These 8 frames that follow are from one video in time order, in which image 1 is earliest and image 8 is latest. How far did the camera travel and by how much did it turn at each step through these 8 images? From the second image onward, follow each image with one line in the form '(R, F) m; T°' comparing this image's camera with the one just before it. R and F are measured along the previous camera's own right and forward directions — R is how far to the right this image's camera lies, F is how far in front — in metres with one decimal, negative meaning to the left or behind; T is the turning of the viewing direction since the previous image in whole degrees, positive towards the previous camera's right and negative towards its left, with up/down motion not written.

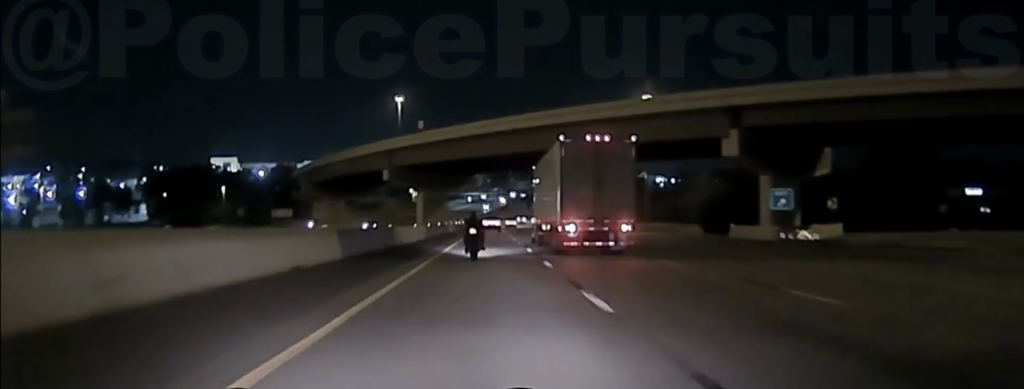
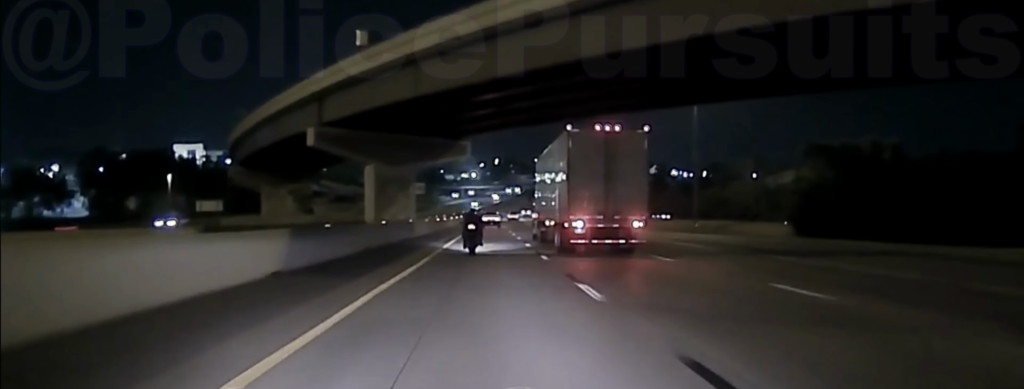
(-0.1, +47.4) m; 0°
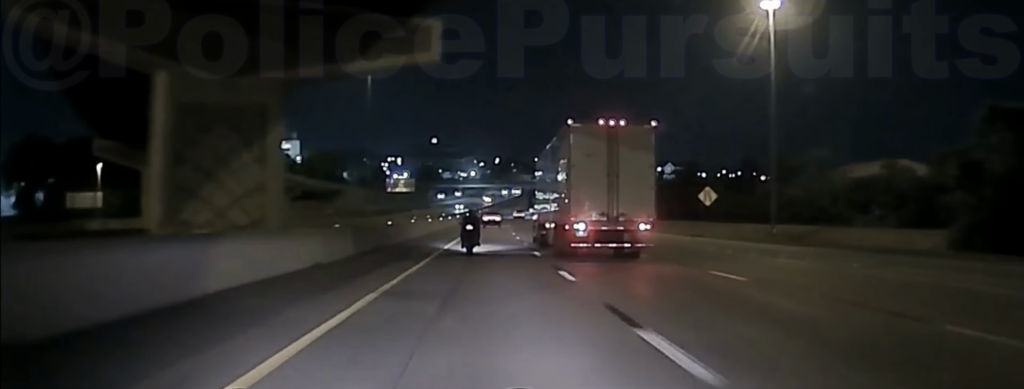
(0.0, +42.4) m; 0°
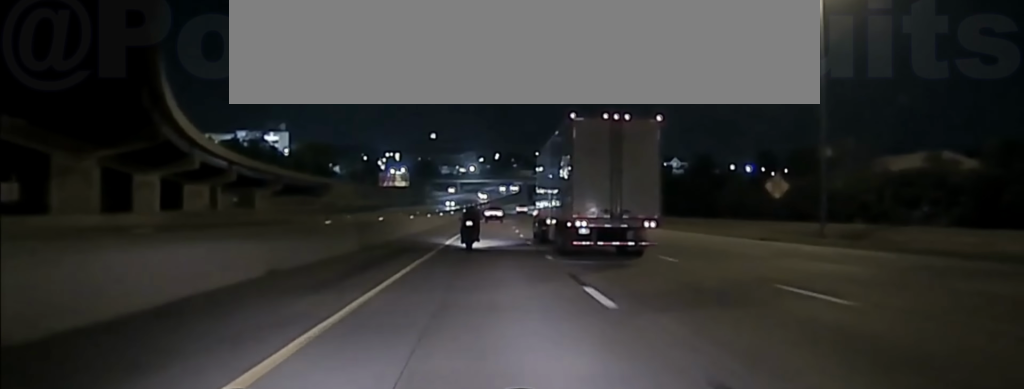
(0.0, +17.7) m; 0°
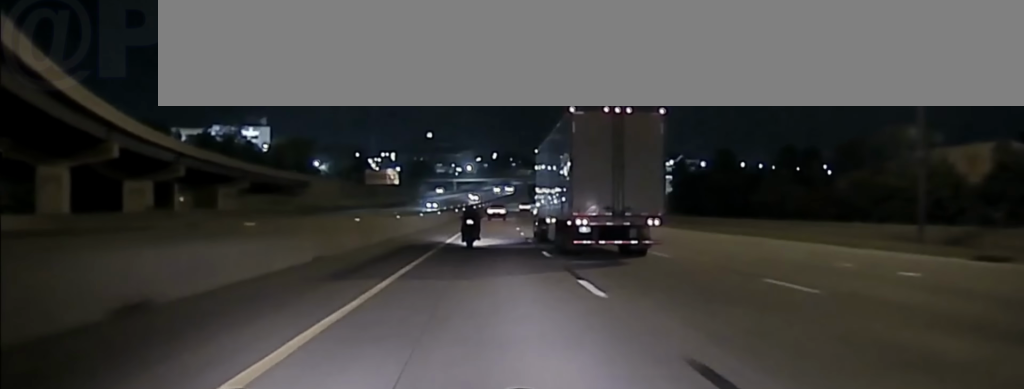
(+0.3, +23.7) m; +1°
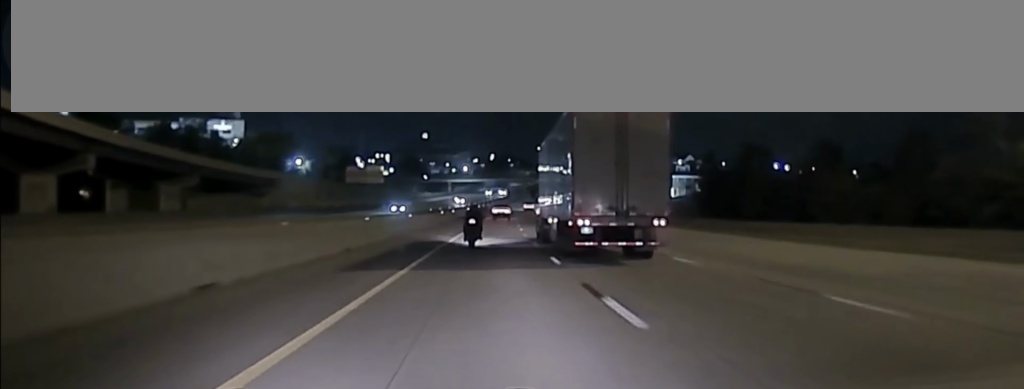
(0.0, +28.5) m; 0°
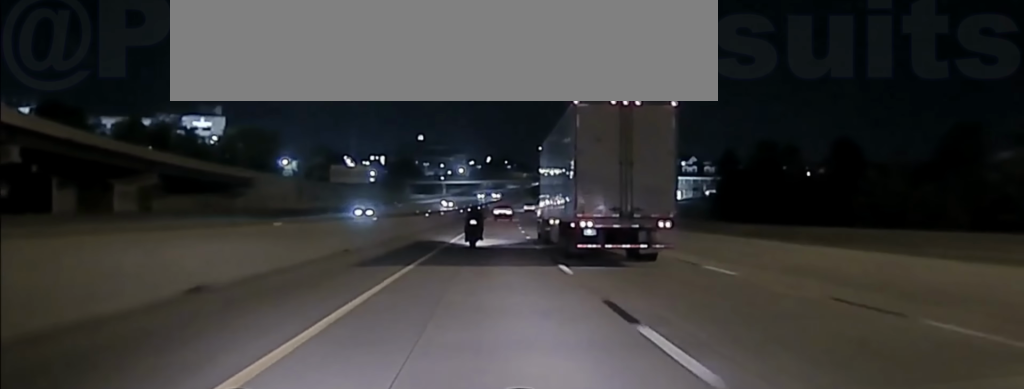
(0.0, +15.8) m; 0°
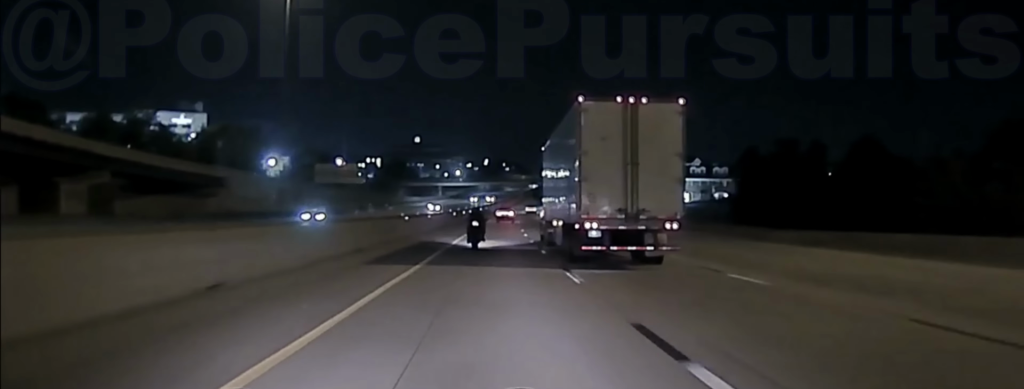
(0.0, +15.7) m; 0°
